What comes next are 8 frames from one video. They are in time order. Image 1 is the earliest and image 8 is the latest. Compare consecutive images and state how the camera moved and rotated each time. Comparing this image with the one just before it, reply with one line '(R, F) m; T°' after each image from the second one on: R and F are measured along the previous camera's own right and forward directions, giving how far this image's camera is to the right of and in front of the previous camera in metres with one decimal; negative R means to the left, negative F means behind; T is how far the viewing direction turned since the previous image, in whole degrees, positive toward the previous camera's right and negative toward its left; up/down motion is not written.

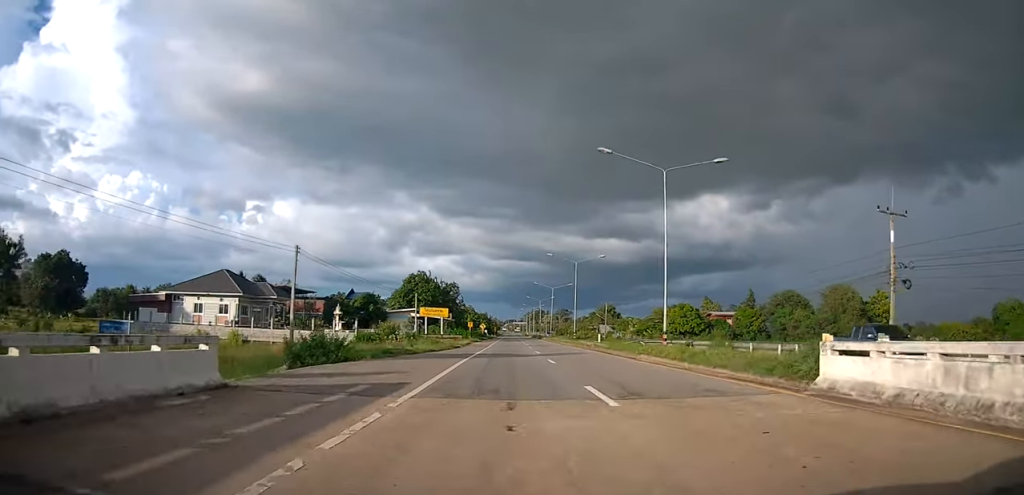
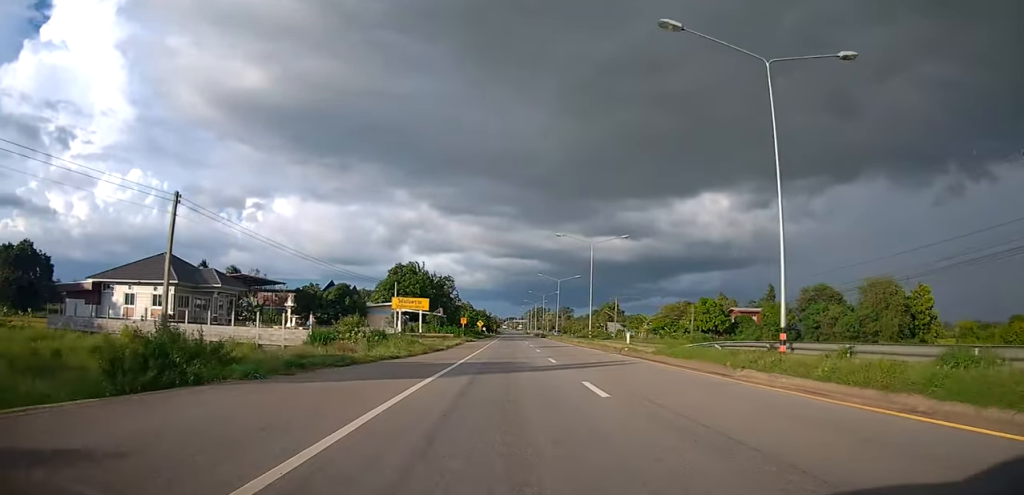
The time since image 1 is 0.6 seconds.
(0.0, +11.7) m; +1°
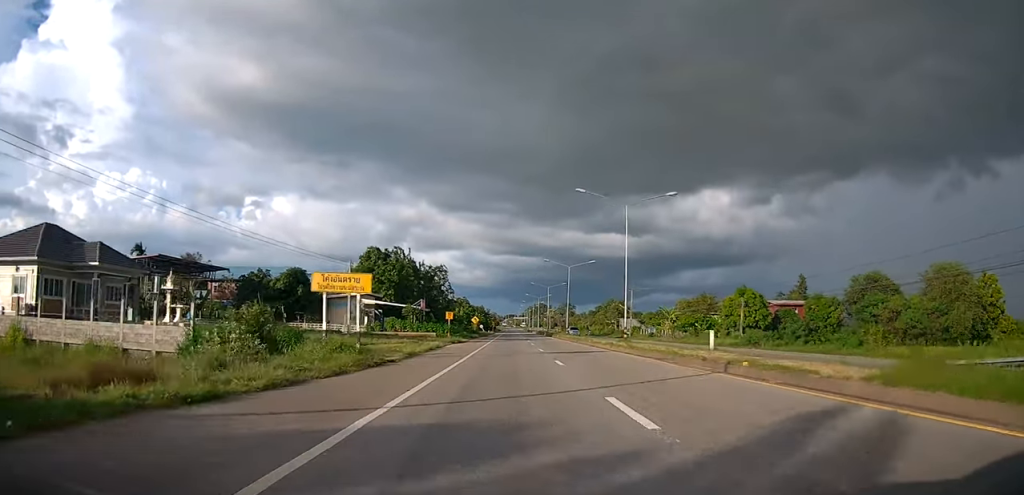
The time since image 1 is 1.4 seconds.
(+0.1, +15.7) m; +1°
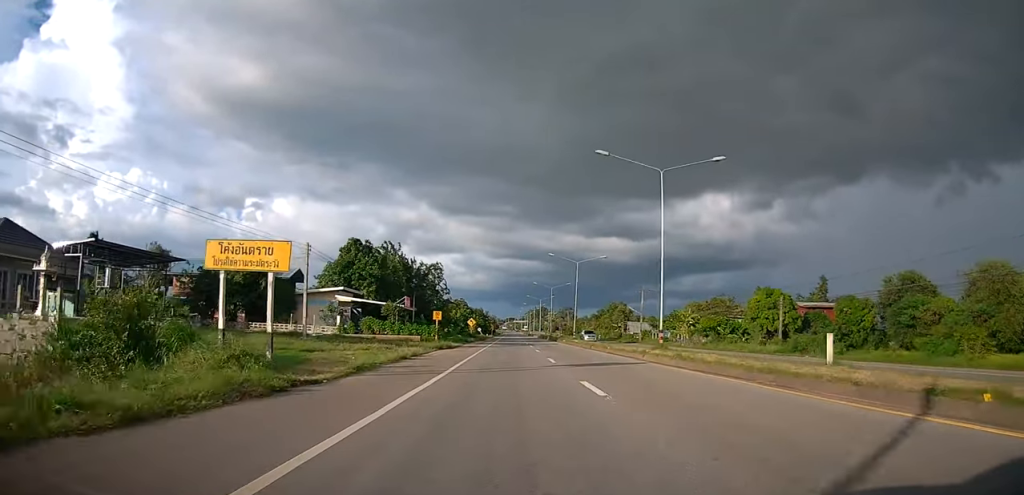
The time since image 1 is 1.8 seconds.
(+0.3, +8.4) m; 0°
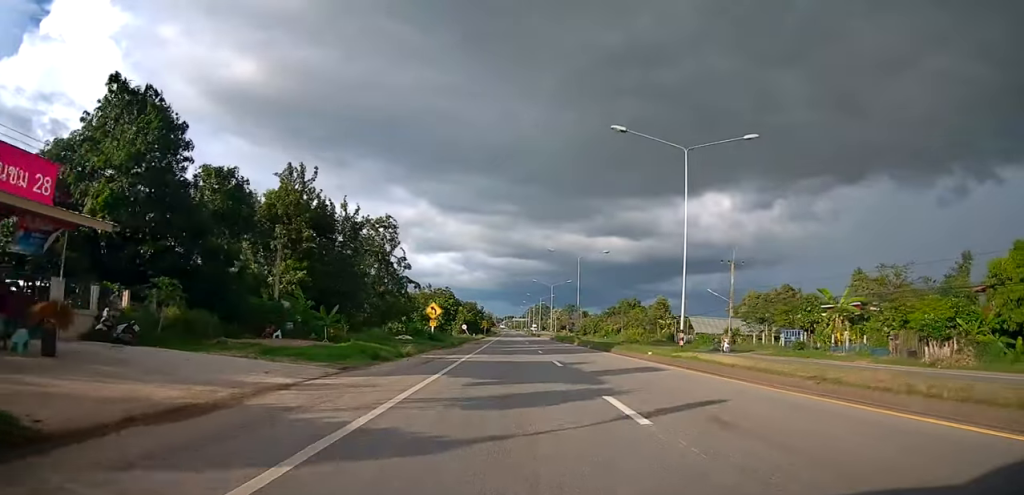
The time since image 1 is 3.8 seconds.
(-1.0, +39.5) m; -2°
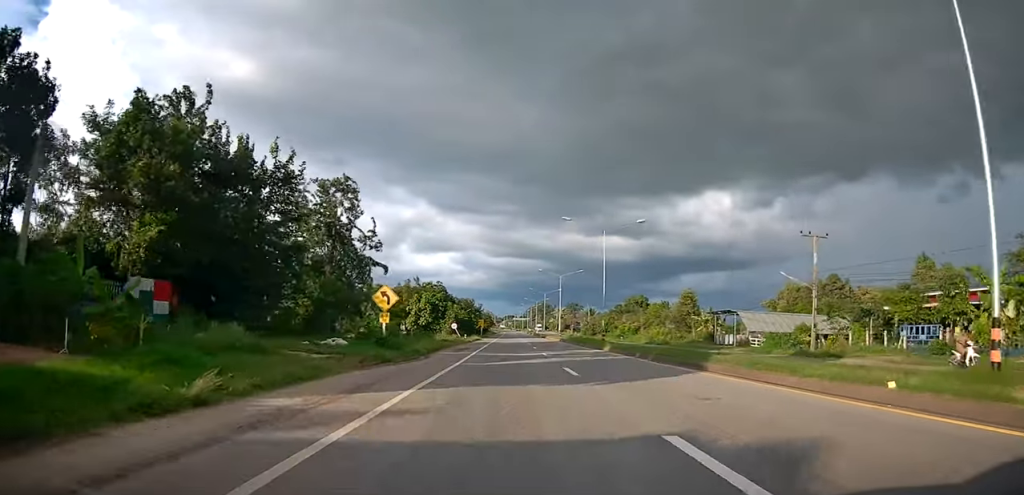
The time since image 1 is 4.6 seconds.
(0.0, +16.2) m; +1°
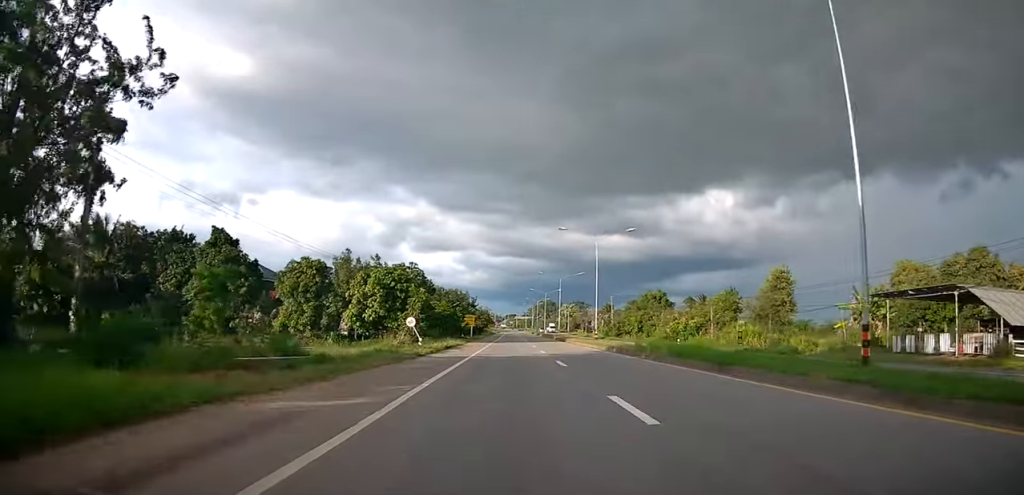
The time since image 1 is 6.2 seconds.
(+0.9, +32.2) m; +1°
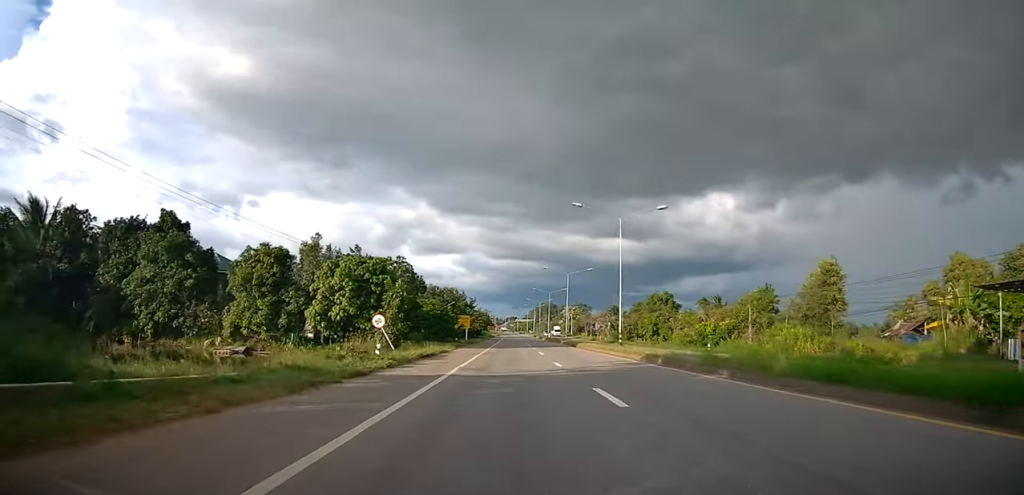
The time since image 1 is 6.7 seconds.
(-0.3, +9.9) m; -1°
